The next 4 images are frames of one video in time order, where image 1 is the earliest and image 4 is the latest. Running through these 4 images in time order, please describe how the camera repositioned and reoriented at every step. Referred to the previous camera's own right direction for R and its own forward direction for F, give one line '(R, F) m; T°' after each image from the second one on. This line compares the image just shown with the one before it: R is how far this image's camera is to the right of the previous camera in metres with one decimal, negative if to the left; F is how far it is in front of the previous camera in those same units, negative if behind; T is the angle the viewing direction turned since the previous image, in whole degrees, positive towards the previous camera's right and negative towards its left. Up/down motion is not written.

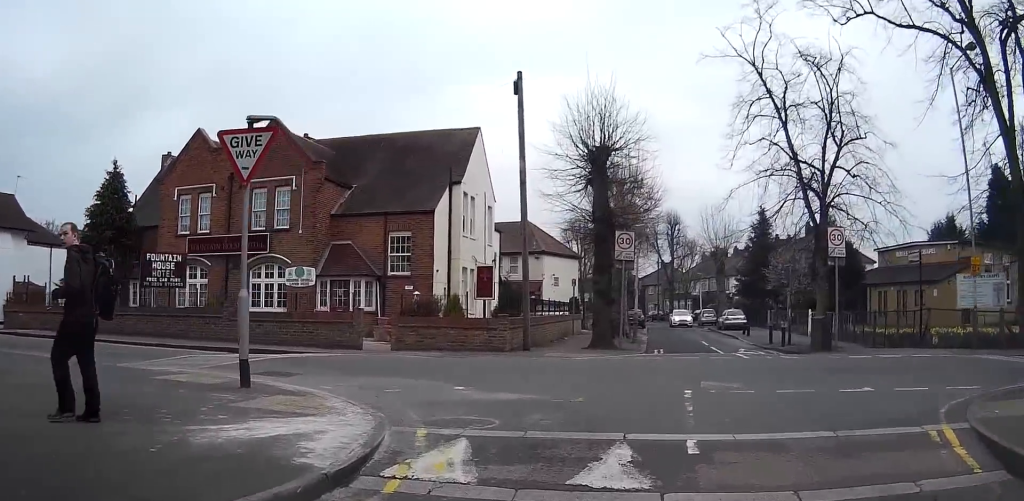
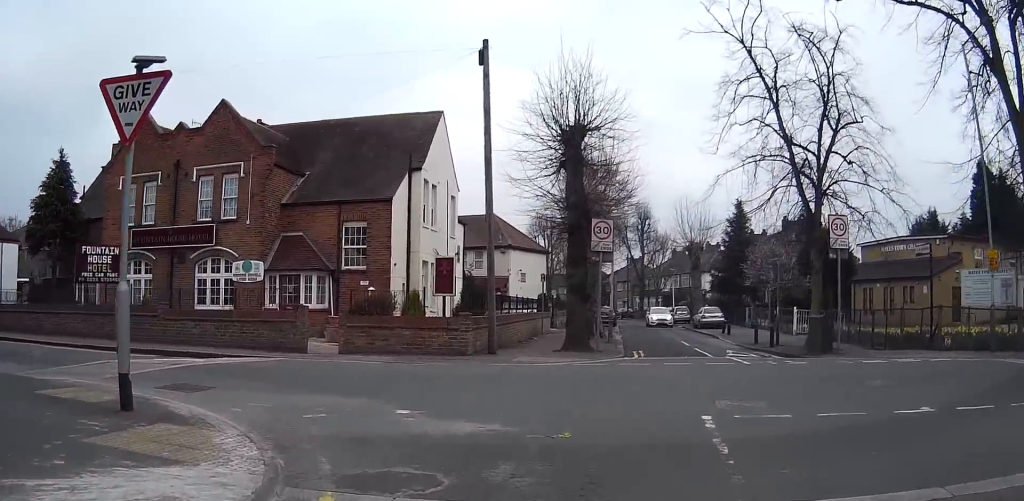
(+0.1, +2.9) m; +3°
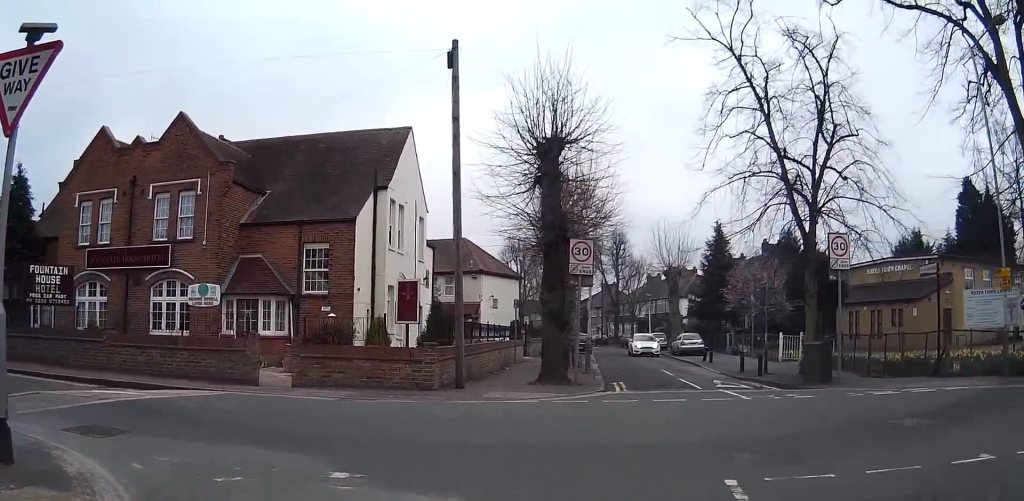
(+0.1, +2.2) m; +3°
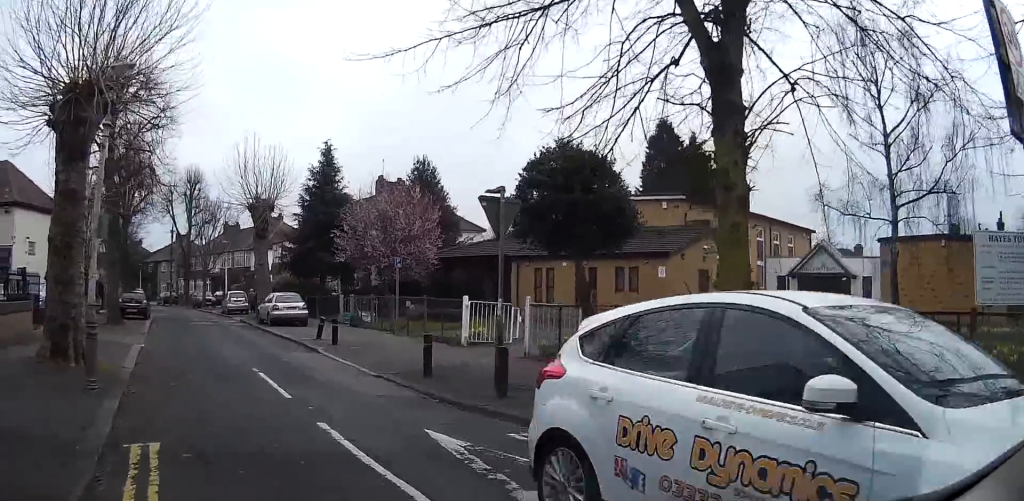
(+3.3, +16.5) m; +17°
